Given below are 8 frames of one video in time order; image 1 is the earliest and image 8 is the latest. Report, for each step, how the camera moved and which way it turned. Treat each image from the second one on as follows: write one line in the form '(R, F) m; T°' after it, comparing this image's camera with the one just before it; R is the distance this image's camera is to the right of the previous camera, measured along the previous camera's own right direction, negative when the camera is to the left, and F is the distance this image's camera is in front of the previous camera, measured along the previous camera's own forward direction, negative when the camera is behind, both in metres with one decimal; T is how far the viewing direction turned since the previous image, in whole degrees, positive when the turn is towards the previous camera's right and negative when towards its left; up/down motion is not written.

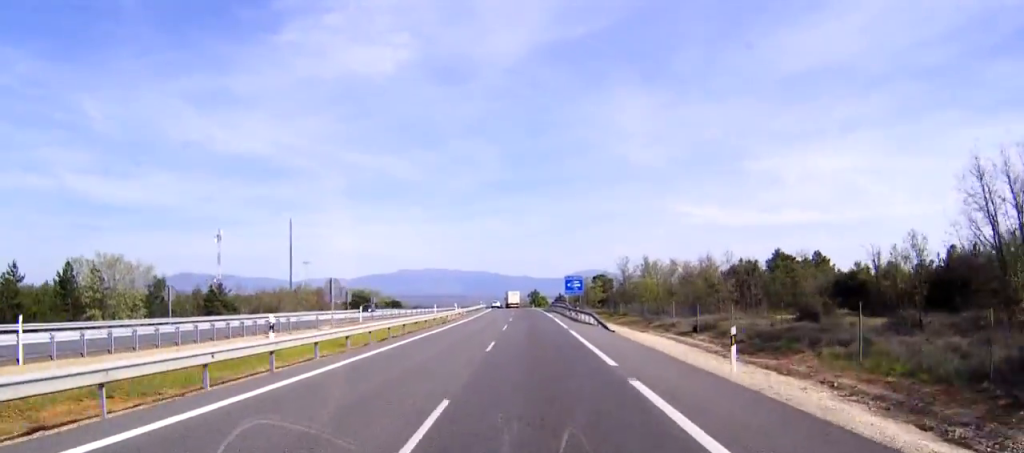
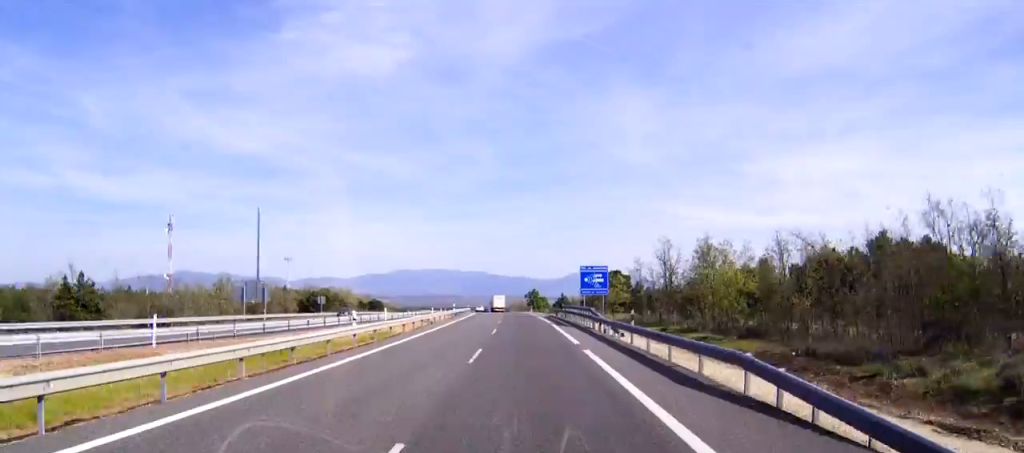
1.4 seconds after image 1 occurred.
(+0.1, +37.7) m; 0°
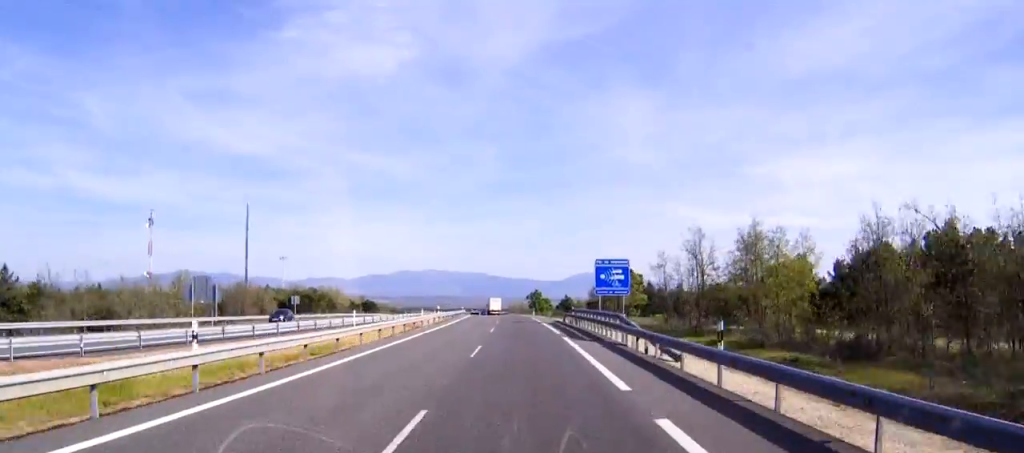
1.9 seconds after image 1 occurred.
(0.0, +14.3) m; 0°
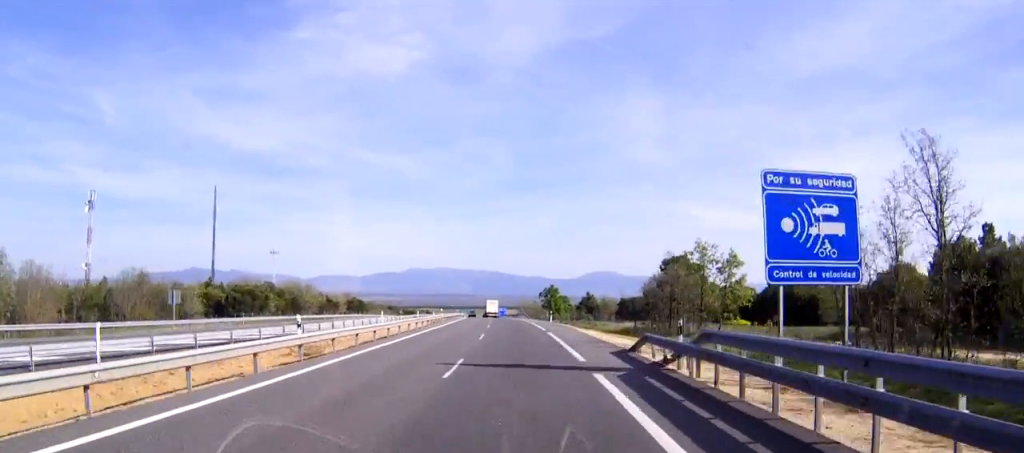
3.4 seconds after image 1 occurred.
(-0.2, +40.1) m; -1°
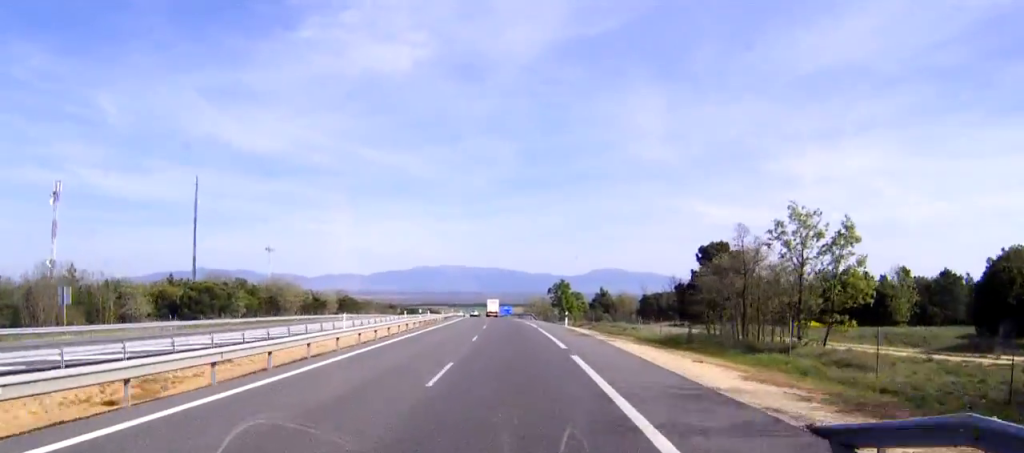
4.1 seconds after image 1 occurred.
(0.0, +18.7) m; -1°
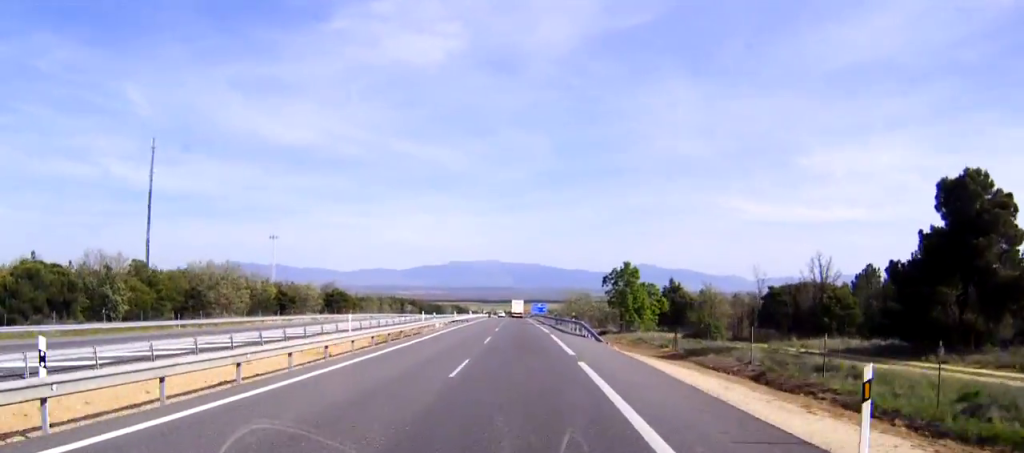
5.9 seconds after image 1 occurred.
(-1.4, +47.0) m; -3°
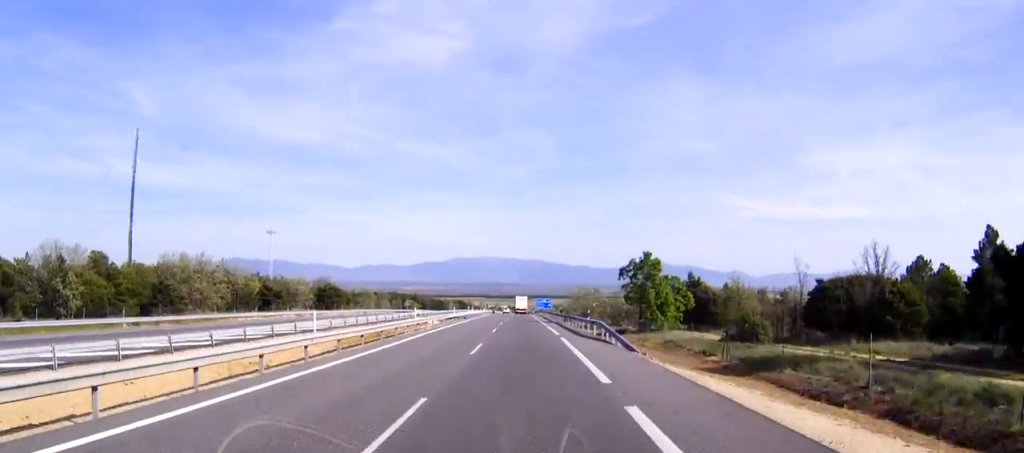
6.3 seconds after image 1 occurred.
(0.0, +10.6) m; 0°
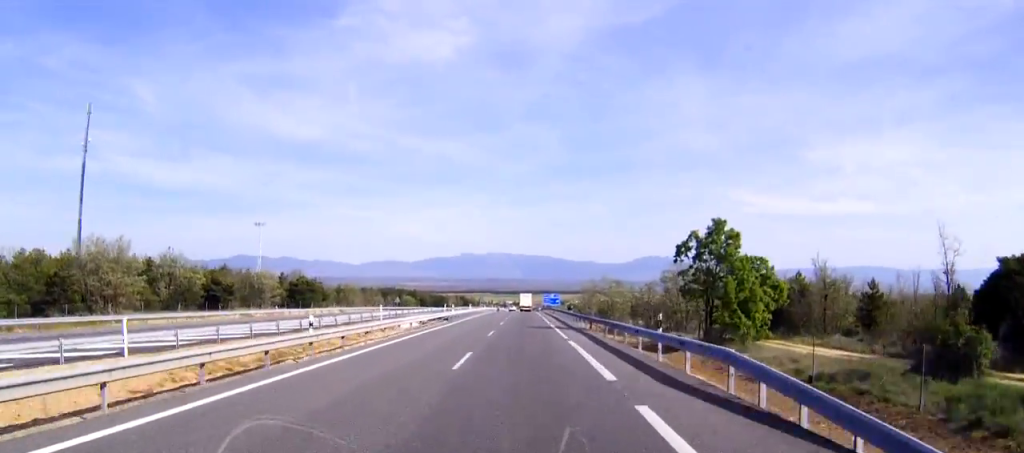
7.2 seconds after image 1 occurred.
(0.0, +23.9) m; 0°
